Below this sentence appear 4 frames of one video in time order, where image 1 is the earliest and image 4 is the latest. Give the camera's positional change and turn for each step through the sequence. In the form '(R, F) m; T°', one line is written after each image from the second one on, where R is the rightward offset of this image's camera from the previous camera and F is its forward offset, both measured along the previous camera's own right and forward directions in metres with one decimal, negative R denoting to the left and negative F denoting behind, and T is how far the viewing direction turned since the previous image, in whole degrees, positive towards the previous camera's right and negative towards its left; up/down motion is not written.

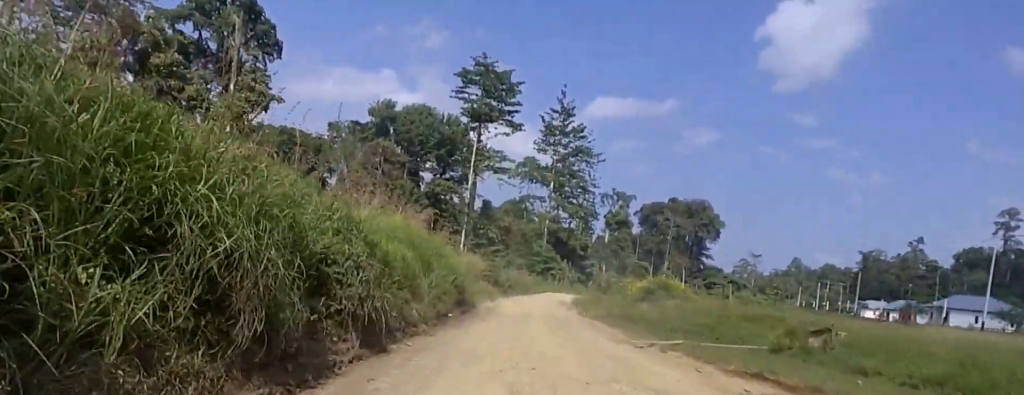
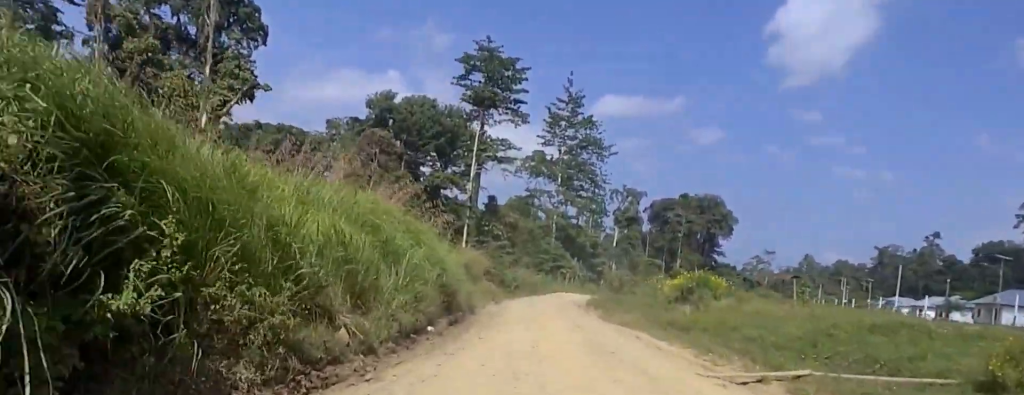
(+0.2, +8.5) m; +1°
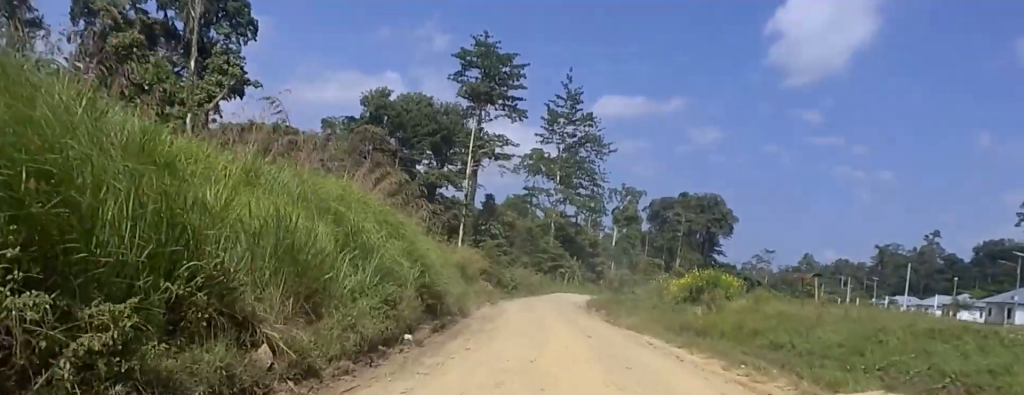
(0.0, +2.6) m; 0°
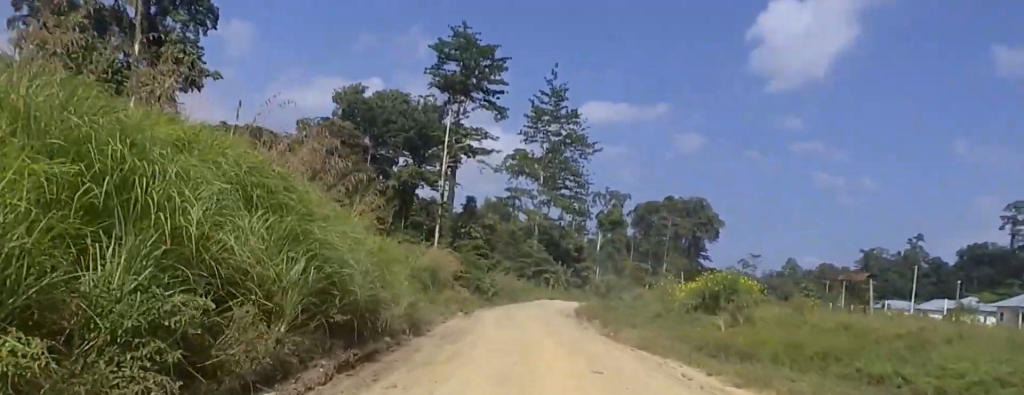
(0.0, +6.3) m; 0°
